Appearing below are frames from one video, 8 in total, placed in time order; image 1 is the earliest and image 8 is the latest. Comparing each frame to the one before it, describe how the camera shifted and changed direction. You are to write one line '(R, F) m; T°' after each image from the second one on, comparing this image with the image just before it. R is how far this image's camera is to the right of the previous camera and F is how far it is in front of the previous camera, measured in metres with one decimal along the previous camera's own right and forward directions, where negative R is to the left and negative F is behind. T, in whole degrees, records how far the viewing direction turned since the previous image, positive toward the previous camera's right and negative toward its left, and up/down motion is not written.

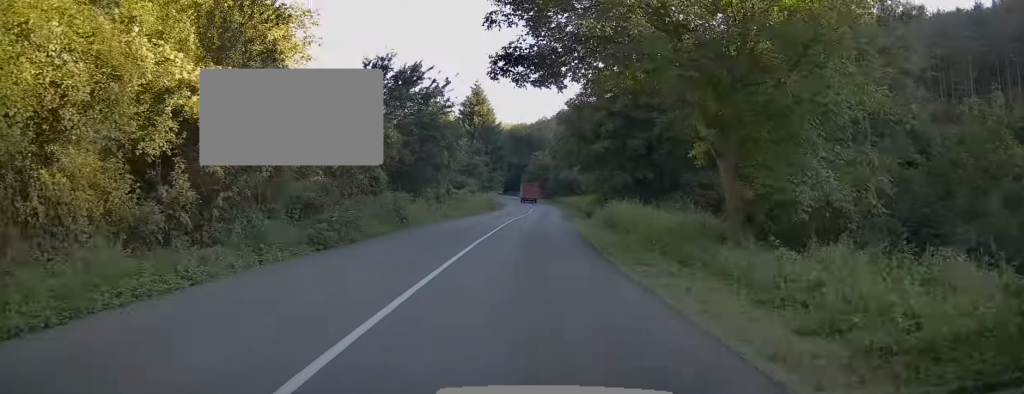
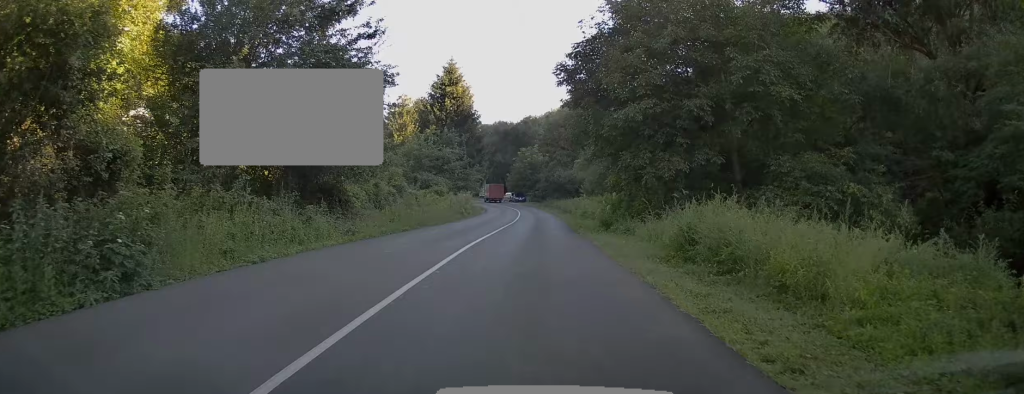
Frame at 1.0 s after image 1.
(-0.1, +16.6) m; 0°
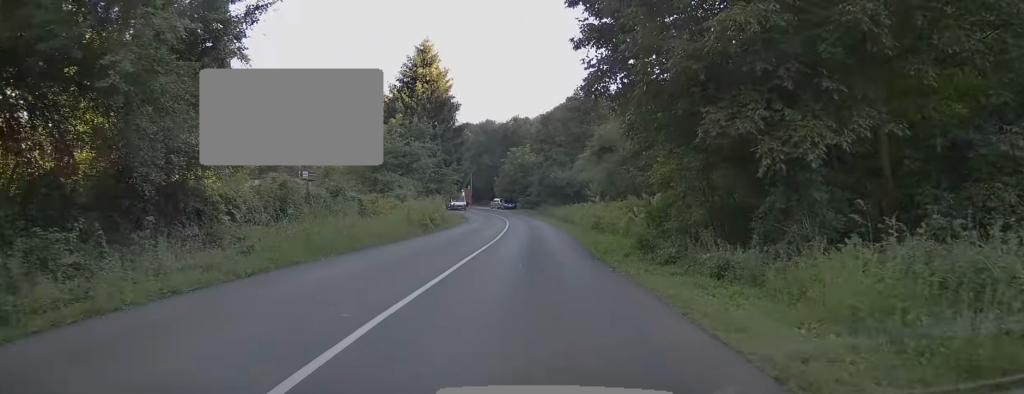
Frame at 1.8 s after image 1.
(+0.1, +12.3) m; 0°
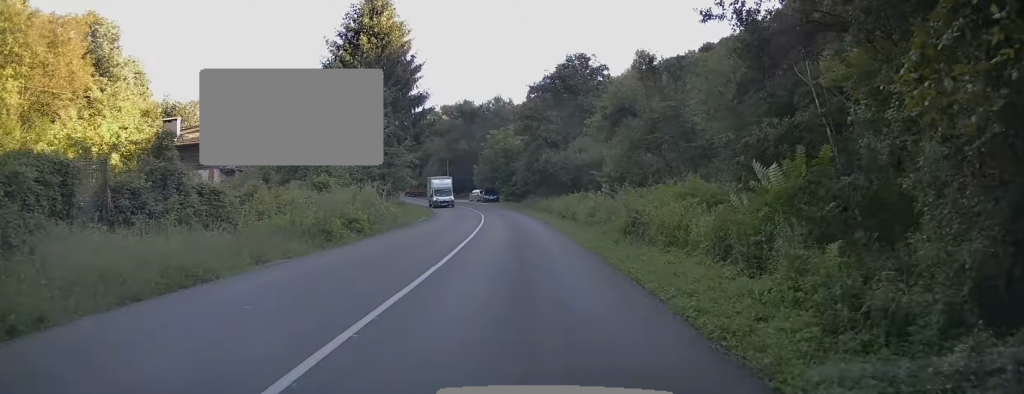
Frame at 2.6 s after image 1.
(-0.1, +13.3) m; 0°
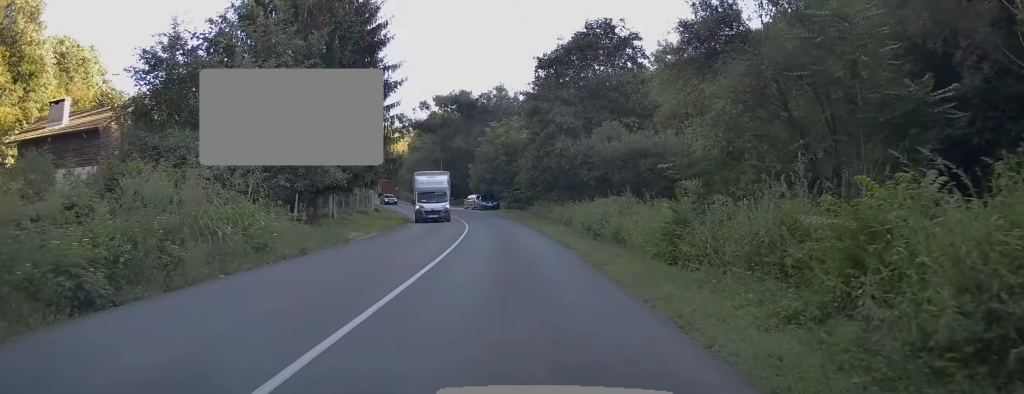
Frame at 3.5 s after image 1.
(+0.2, +13.8) m; 0°
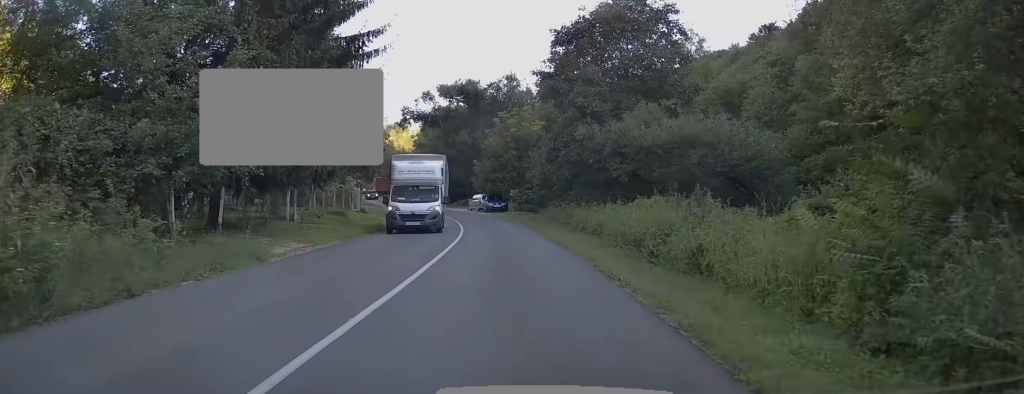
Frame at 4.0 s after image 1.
(+0.1, +7.4) m; 0°
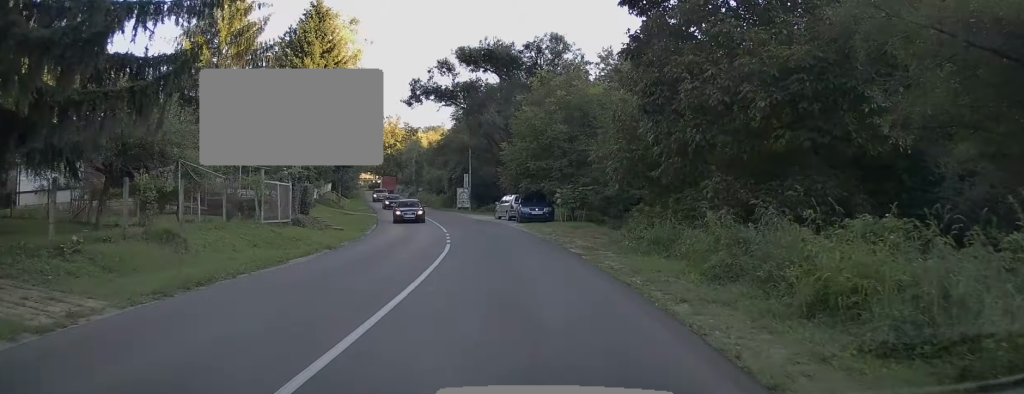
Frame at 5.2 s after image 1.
(-0.6, +18.8) m; -4°
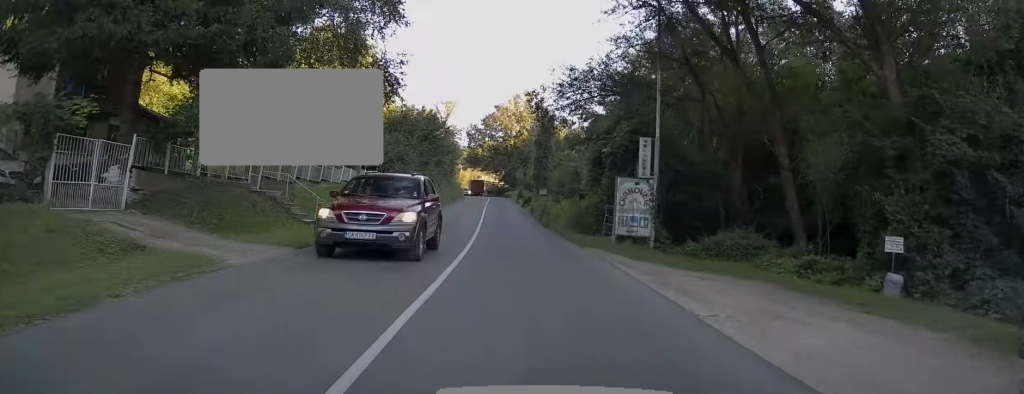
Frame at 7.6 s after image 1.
(-4.2, +37.4) m; -13°
